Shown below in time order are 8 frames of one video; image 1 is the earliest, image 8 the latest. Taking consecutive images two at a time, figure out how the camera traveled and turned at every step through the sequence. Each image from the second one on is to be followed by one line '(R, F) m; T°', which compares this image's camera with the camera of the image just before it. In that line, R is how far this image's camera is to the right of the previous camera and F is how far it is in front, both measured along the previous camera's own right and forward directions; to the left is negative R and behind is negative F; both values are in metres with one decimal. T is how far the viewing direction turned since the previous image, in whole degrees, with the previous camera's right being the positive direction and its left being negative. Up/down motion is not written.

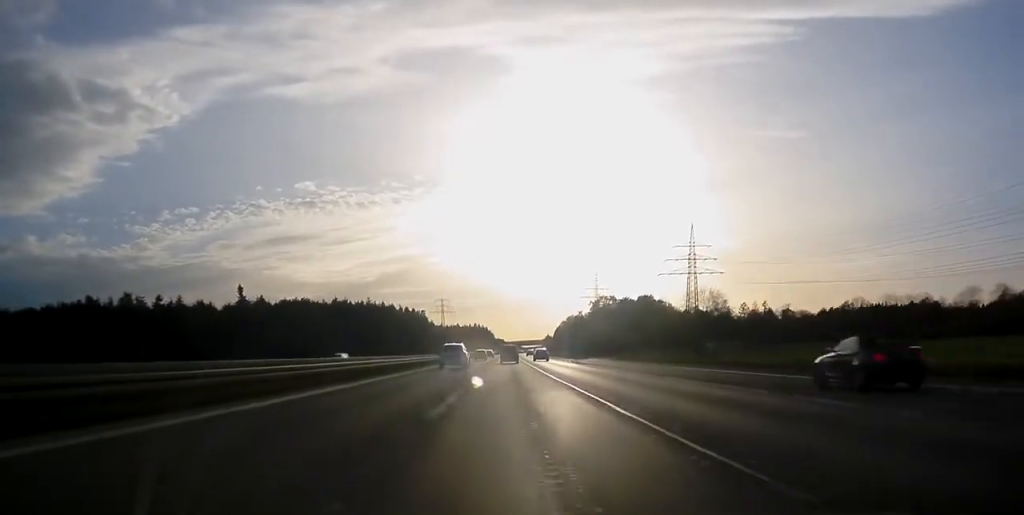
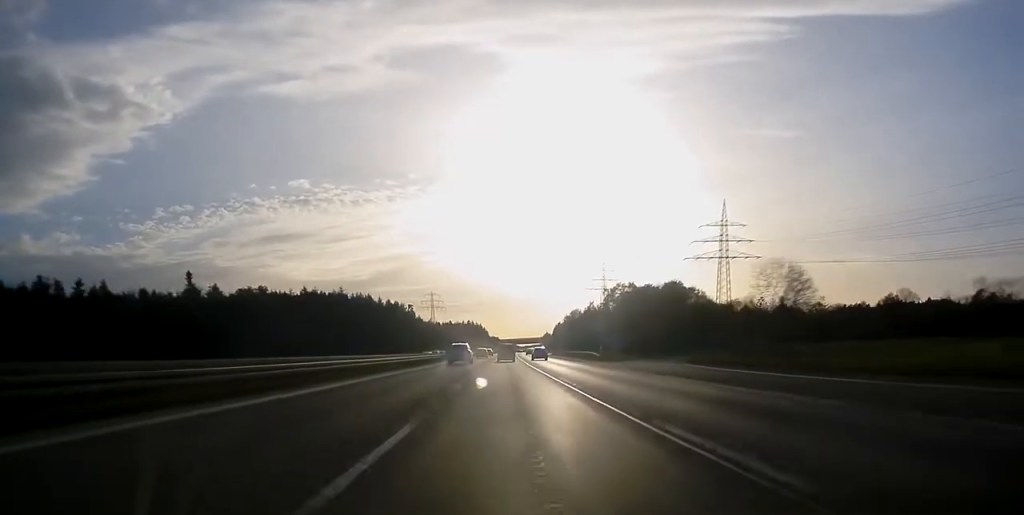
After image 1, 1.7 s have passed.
(-0.4, +46.6) m; 0°
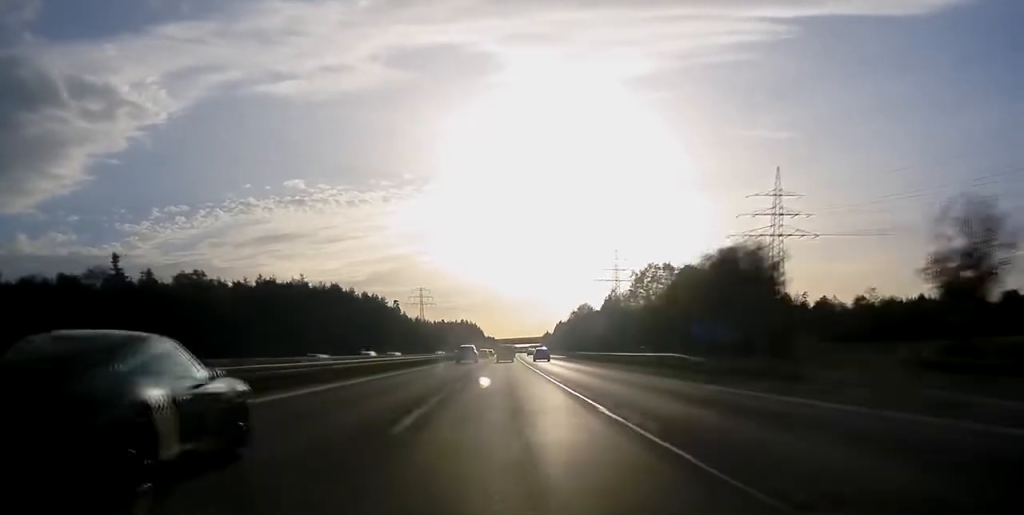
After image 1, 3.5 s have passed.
(+0.2, +49.6) m; 0°
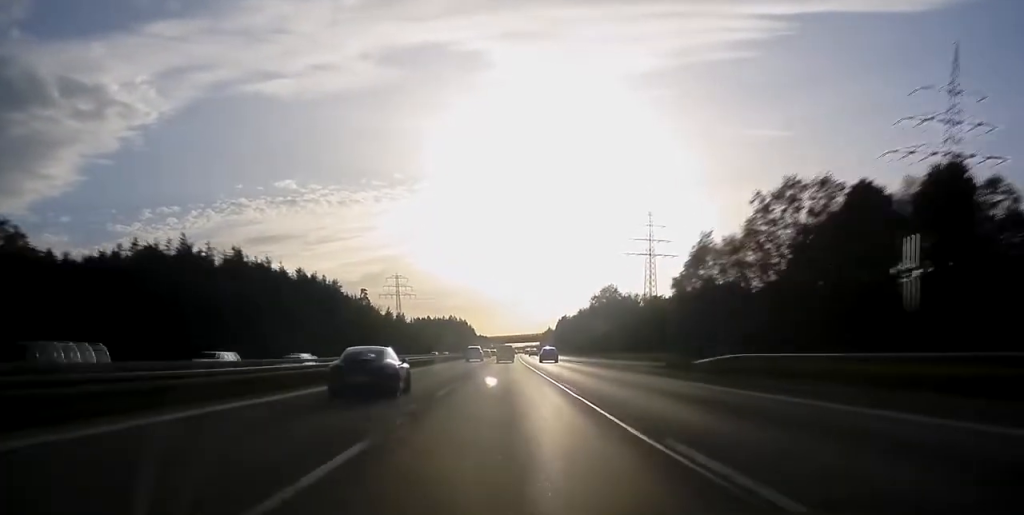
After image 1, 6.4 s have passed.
(+0.4, +79.5) m; +1°
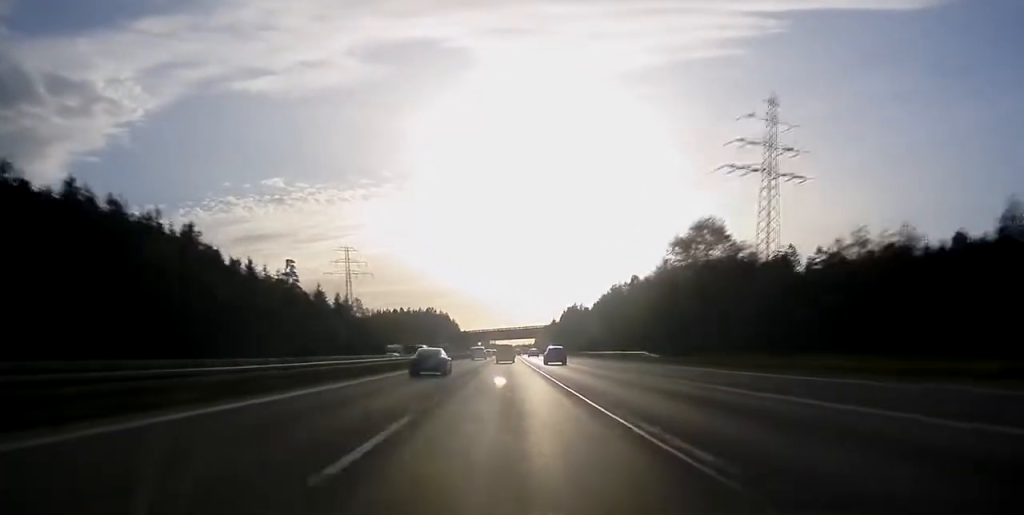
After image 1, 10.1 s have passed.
(+0.7, +103.0) m; +1°
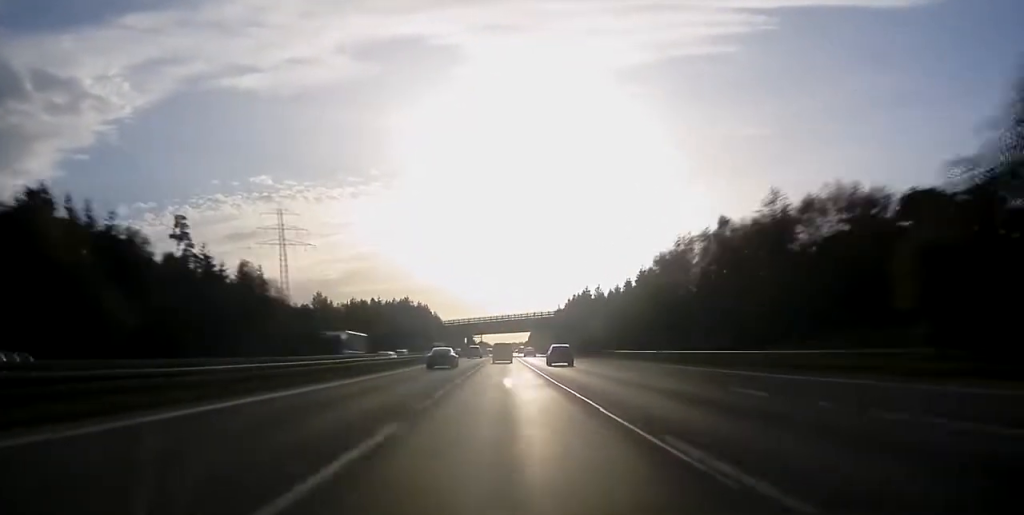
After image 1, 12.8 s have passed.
(+0.2, +72.4) m; +1°
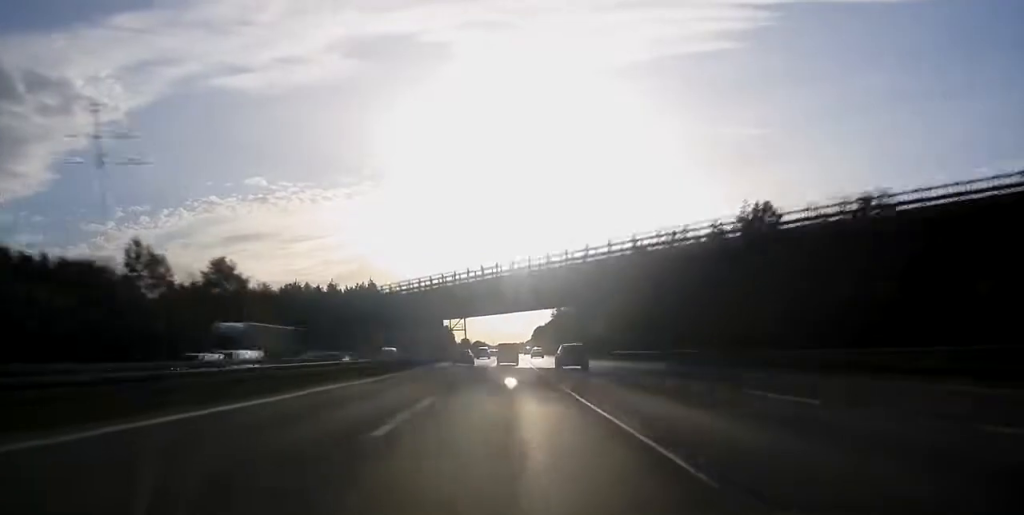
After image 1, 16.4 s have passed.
(+0.7, +99.3) m; 0°
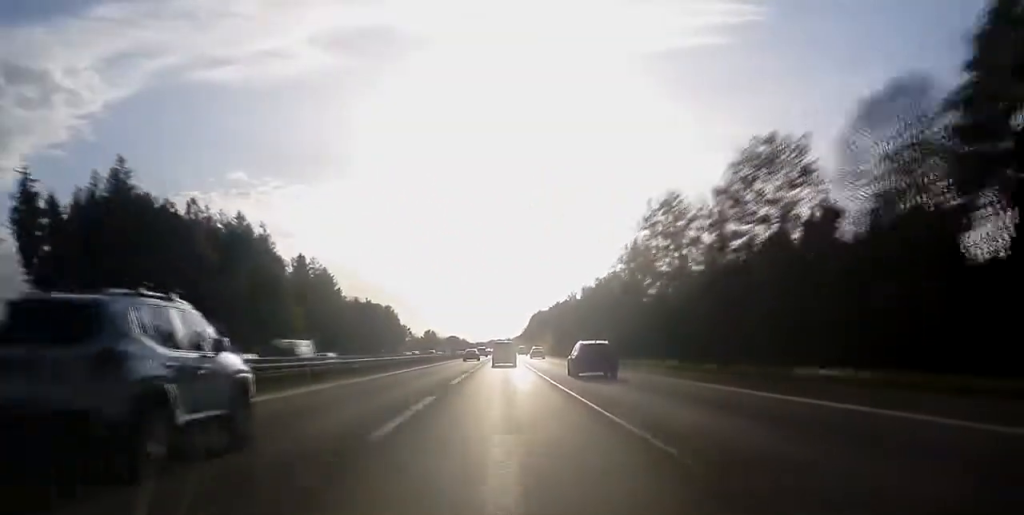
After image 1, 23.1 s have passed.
(+0.7, +183.2) m; +1°
